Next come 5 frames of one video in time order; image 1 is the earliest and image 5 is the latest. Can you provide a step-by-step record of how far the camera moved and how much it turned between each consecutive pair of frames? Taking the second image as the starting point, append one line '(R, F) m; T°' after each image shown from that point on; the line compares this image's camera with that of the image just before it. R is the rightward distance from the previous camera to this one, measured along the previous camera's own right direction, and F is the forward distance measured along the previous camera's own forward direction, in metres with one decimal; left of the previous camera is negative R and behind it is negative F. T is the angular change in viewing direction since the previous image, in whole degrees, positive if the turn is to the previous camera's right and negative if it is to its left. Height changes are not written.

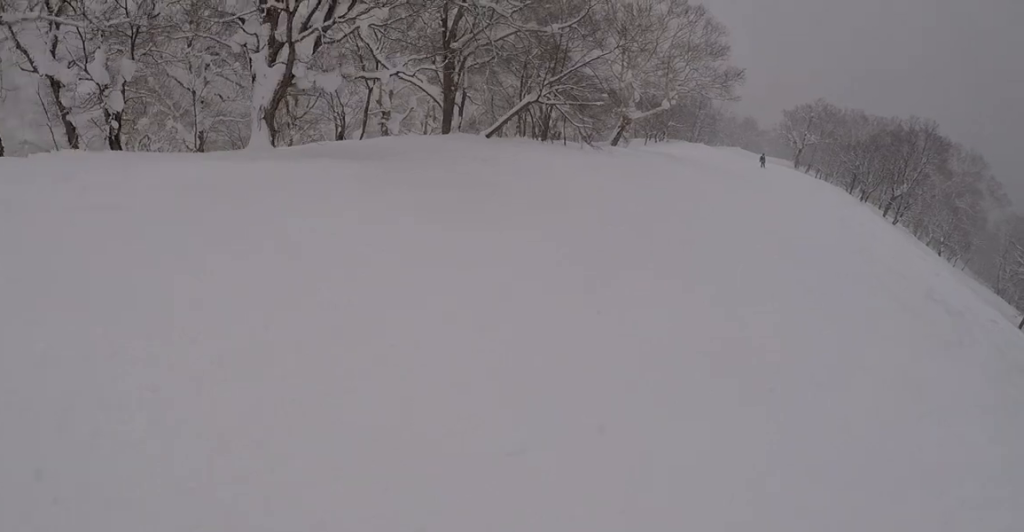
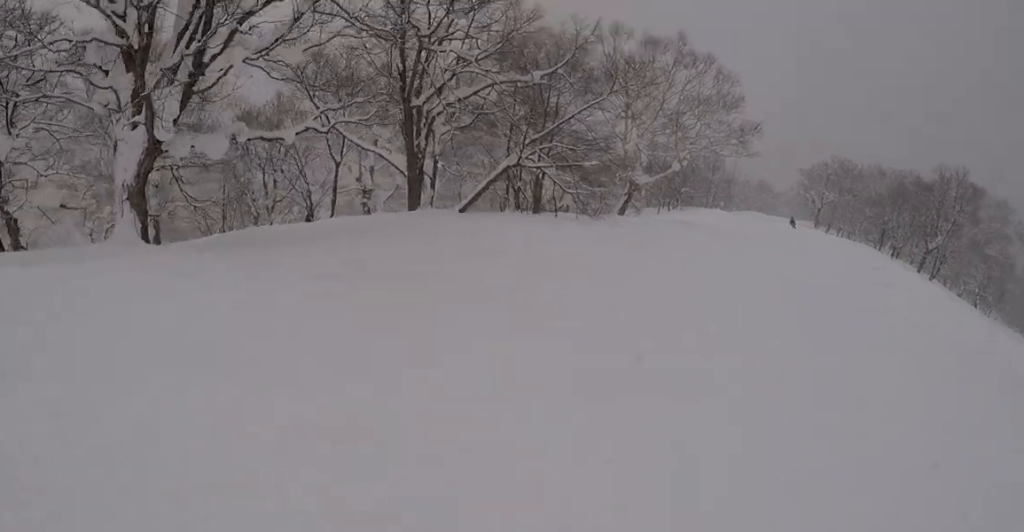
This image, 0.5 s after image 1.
(-0.2, +4.9) m; +3°
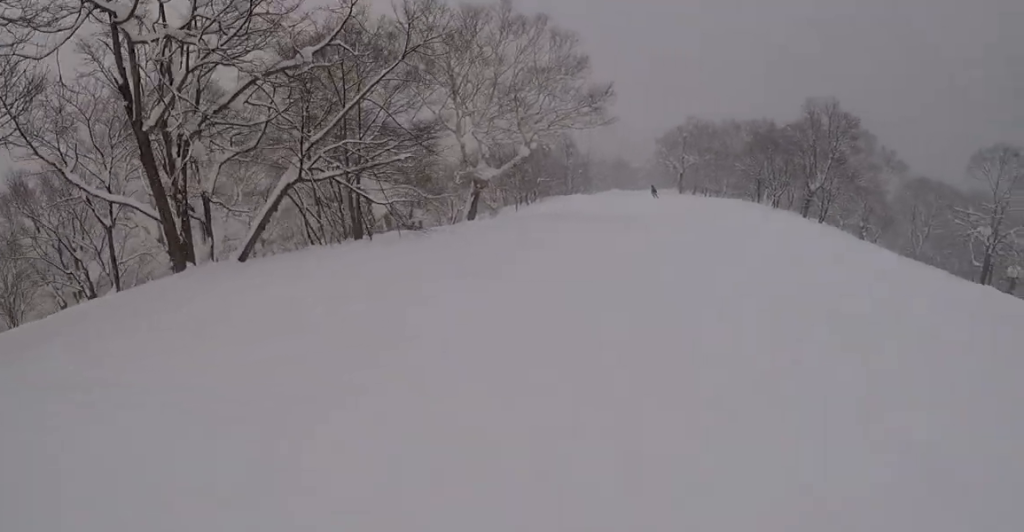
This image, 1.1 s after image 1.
(+0.6, +5.6) m; 0°
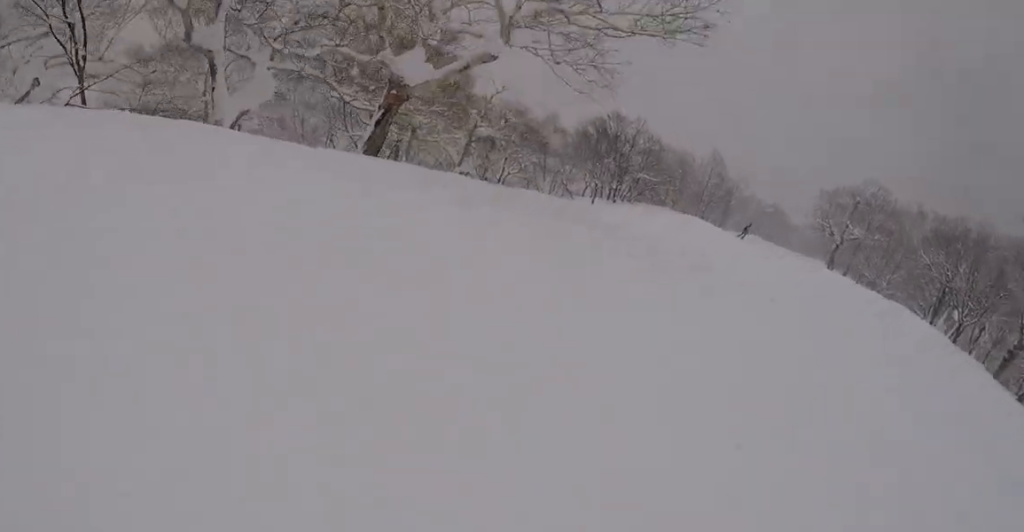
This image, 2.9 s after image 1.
(-0.7, +16.8) m; -4°
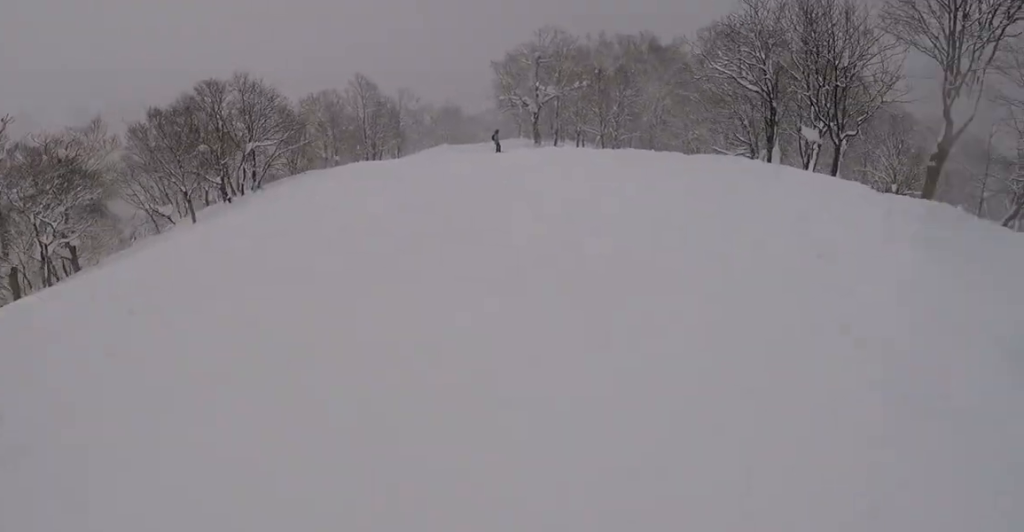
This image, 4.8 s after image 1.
(0.0, +16.2) m; -1°
